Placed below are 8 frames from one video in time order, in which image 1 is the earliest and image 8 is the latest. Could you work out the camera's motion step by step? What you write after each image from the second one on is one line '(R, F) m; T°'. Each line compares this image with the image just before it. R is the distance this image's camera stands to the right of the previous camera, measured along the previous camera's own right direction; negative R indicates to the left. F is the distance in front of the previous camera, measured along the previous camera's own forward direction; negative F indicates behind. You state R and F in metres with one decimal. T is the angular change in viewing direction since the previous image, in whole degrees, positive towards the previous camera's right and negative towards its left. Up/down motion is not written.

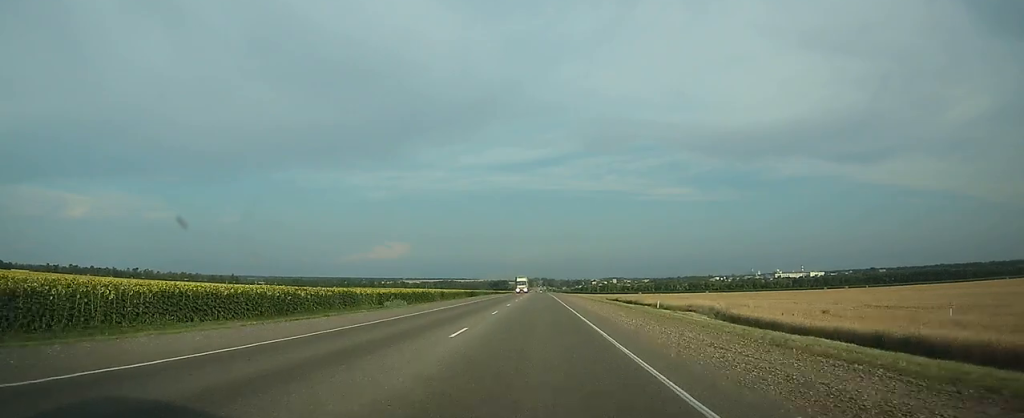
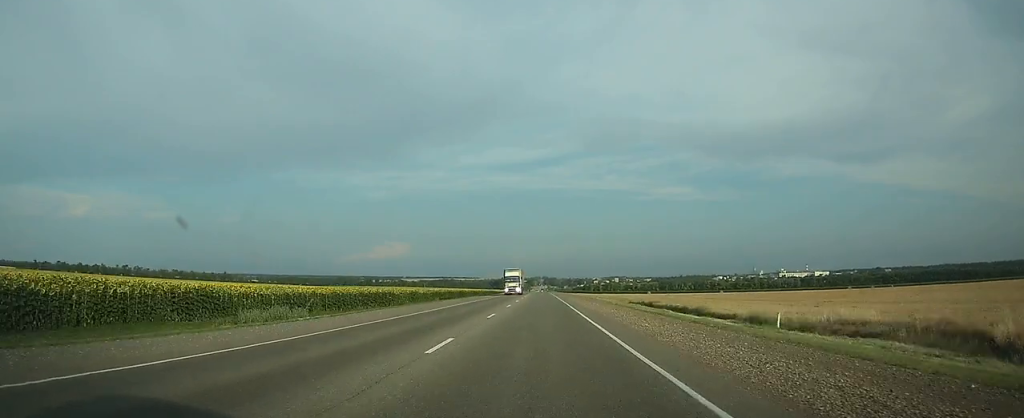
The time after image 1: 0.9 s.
(0.0, +21.0) m; 0°
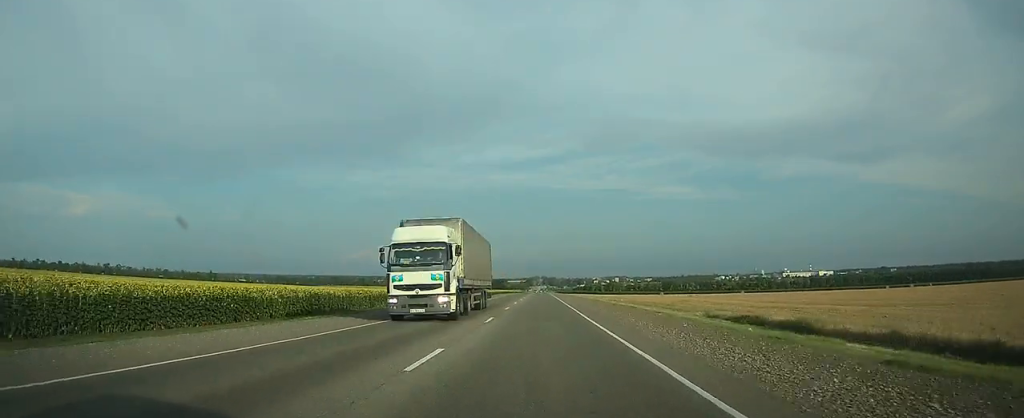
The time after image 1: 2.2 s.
(0.0, +33.4) m; 0°
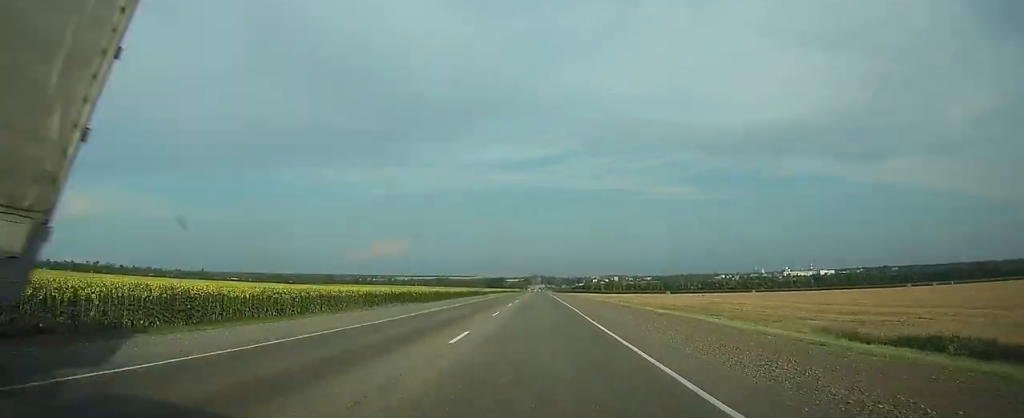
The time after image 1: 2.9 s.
(0.0, +19.8) m; 0°
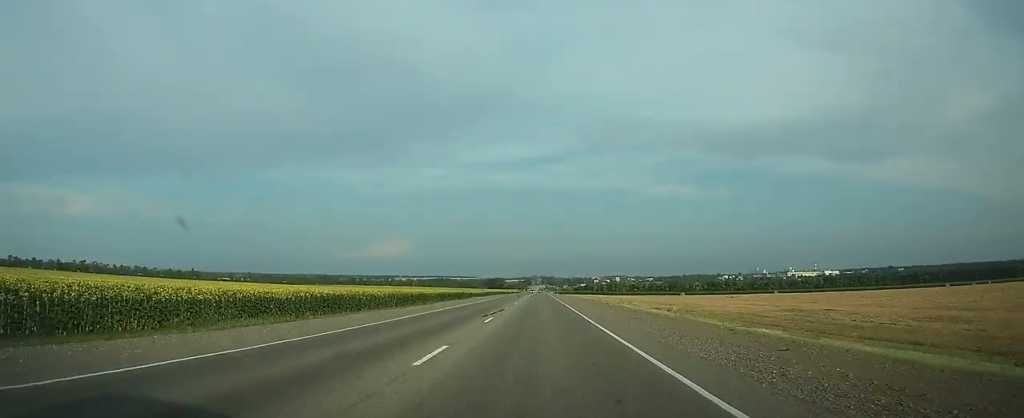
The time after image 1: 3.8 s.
(0.0, +29.5) m; 0°
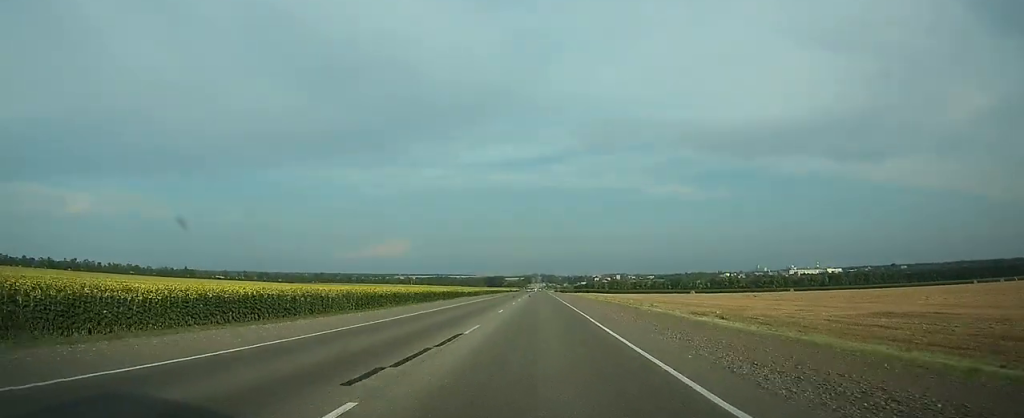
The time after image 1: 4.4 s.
(0.0, +19.8) m; 0°
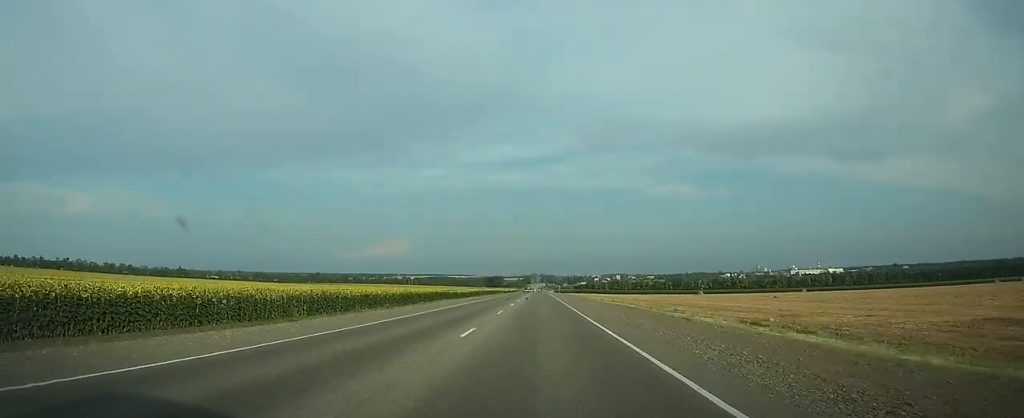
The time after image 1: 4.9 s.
(0.0, +14.9) m; 0°
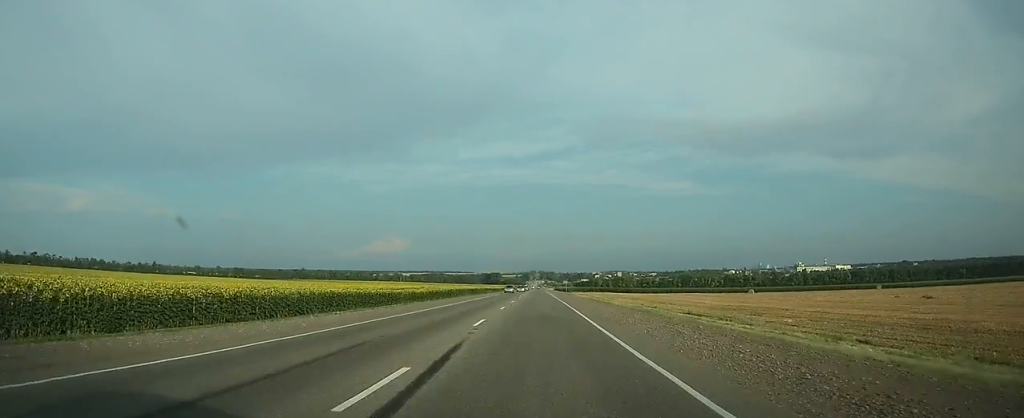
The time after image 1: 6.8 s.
(+0.1, +66.6) m; 0°
